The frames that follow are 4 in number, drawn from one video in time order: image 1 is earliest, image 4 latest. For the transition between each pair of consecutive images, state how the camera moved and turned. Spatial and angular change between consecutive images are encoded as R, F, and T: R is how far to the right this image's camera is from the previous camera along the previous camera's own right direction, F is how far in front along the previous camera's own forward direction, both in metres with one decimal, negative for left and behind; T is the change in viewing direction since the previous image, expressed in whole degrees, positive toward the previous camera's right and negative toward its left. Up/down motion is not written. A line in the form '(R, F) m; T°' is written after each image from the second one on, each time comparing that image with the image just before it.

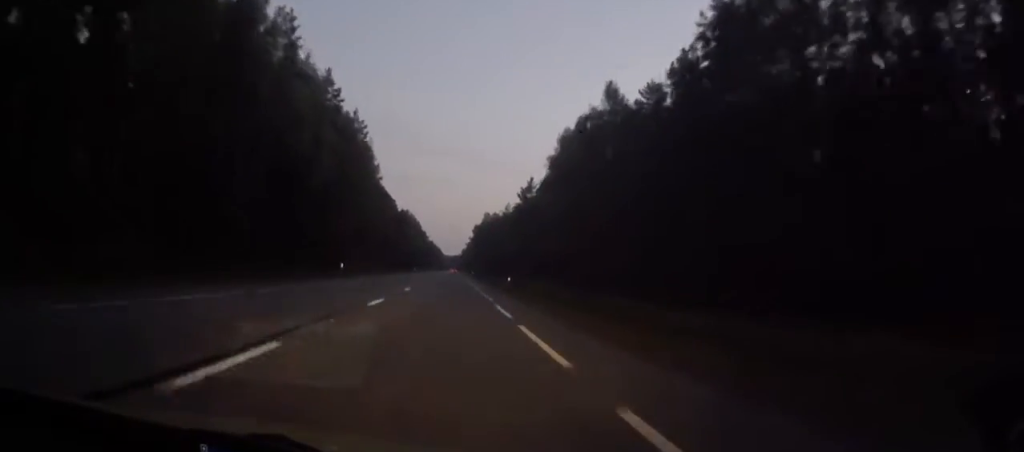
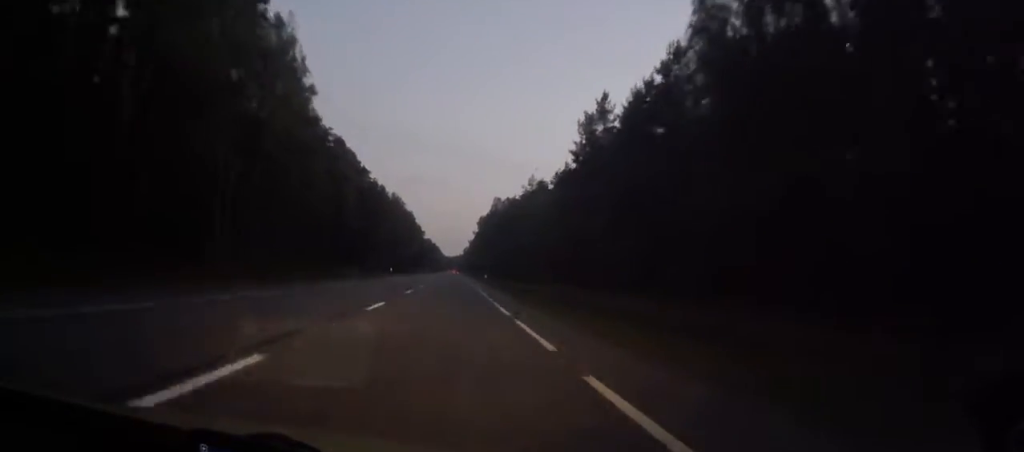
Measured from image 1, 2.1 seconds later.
(+0.5, +62.2) m; 0°
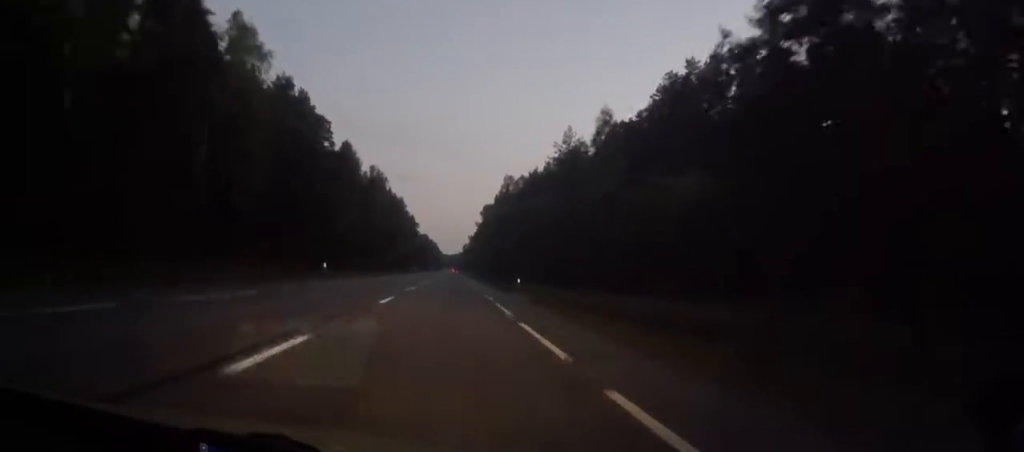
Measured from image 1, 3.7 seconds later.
(-0.3, +47.0) m; 0°
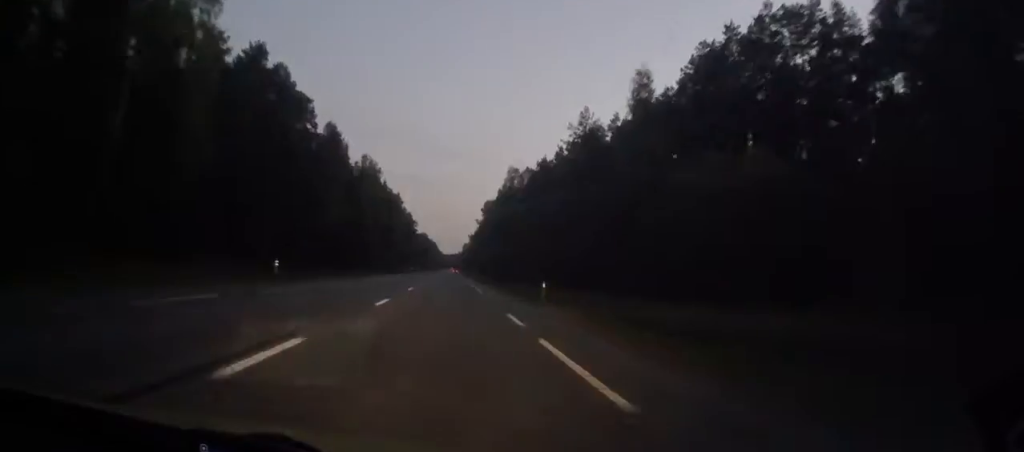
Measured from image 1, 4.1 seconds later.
(0.0, +12.6) m; 0°
